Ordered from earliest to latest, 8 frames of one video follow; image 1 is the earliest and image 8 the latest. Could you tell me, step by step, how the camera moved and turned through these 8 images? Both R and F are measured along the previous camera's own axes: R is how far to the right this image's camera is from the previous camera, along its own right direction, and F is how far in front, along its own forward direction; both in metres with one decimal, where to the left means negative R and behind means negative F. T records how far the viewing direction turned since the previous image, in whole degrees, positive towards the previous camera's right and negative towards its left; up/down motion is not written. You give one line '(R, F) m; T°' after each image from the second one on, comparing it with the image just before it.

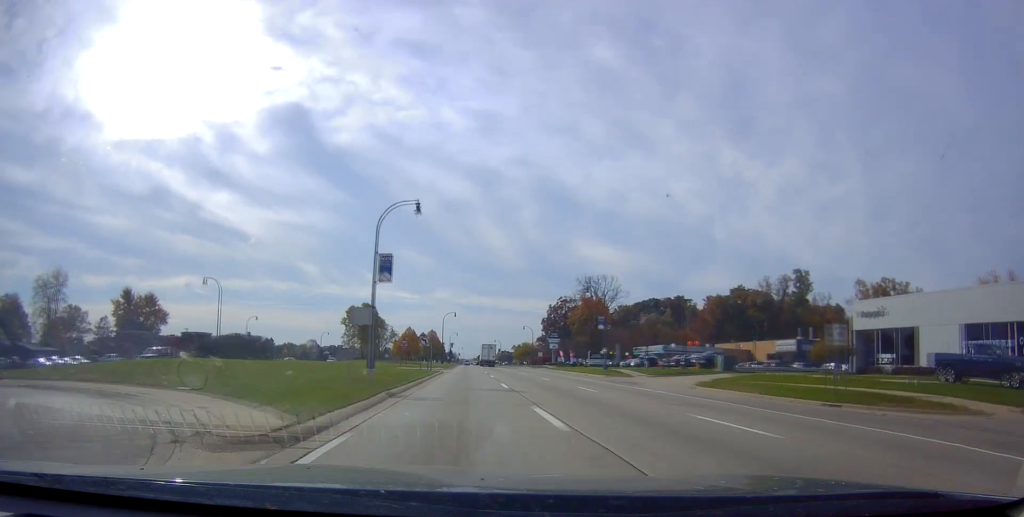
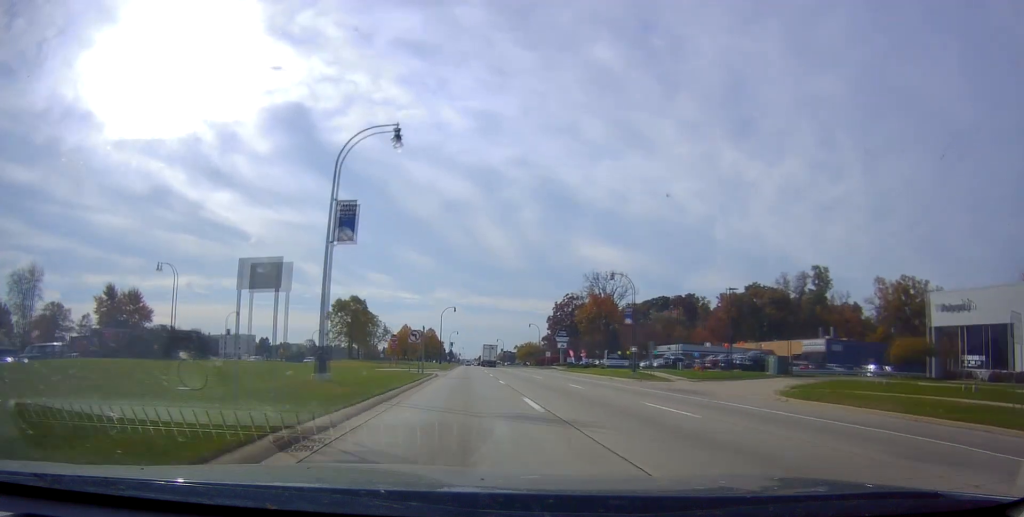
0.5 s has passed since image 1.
(-0.4, +10.9) m; 0°
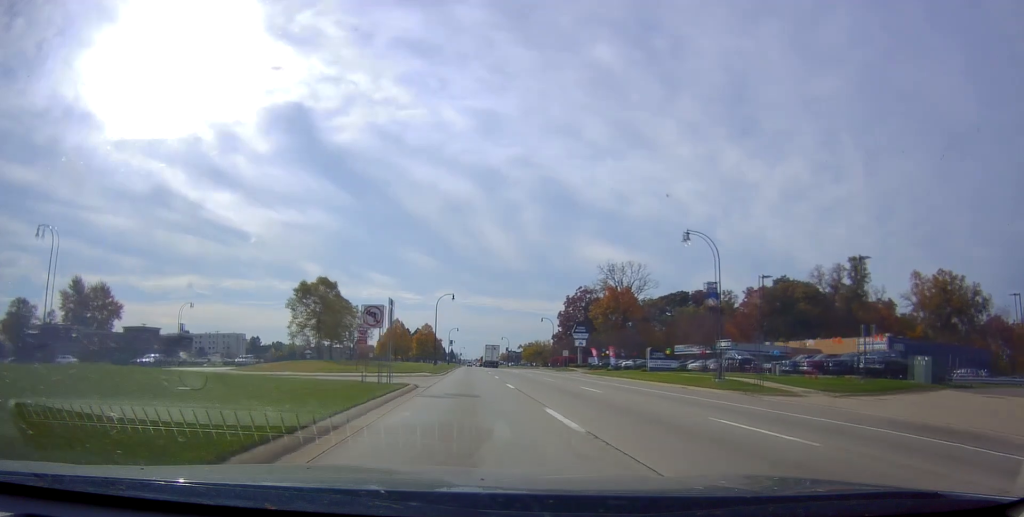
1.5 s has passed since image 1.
(+0.2, +19.1) m; +1°
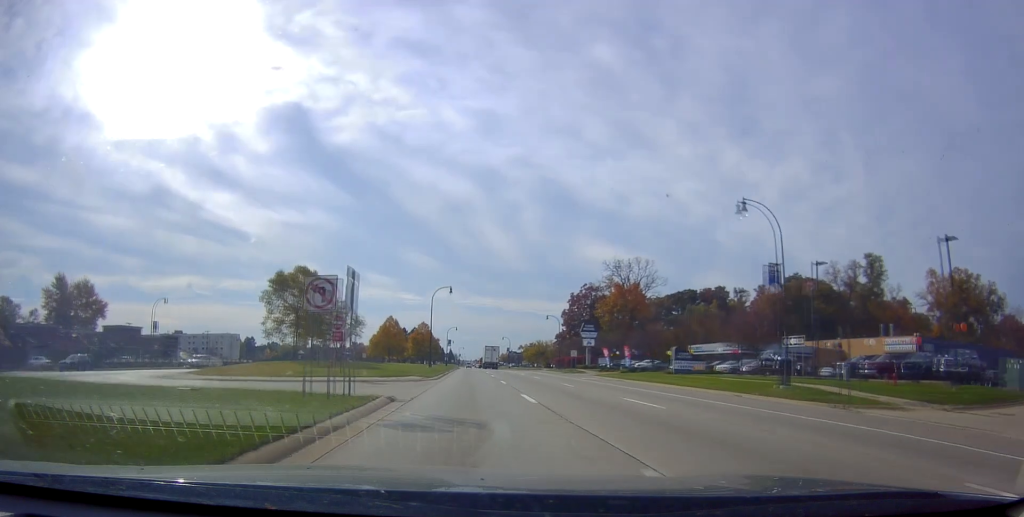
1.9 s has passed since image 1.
(+0.1, +8.2) m; +1°
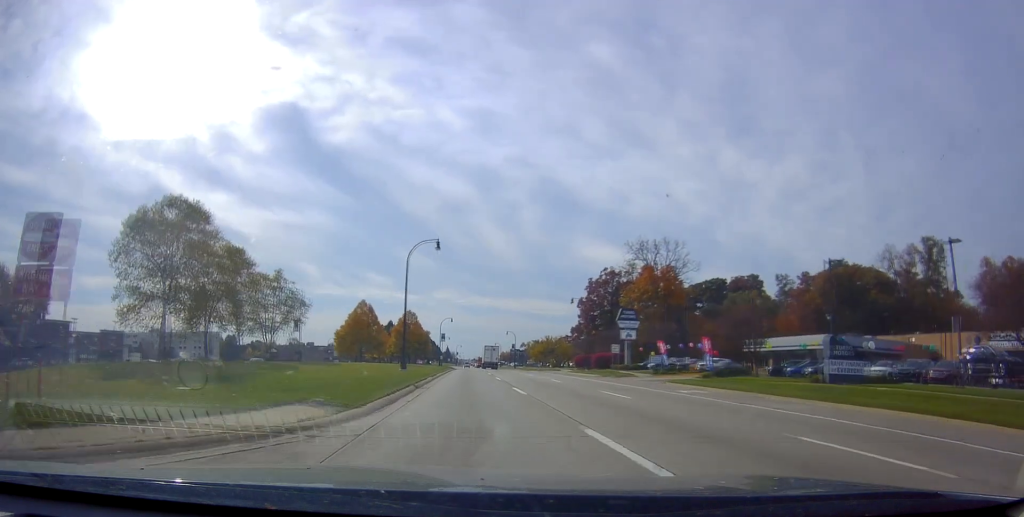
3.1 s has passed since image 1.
(0.0, +25.8) m; 0°
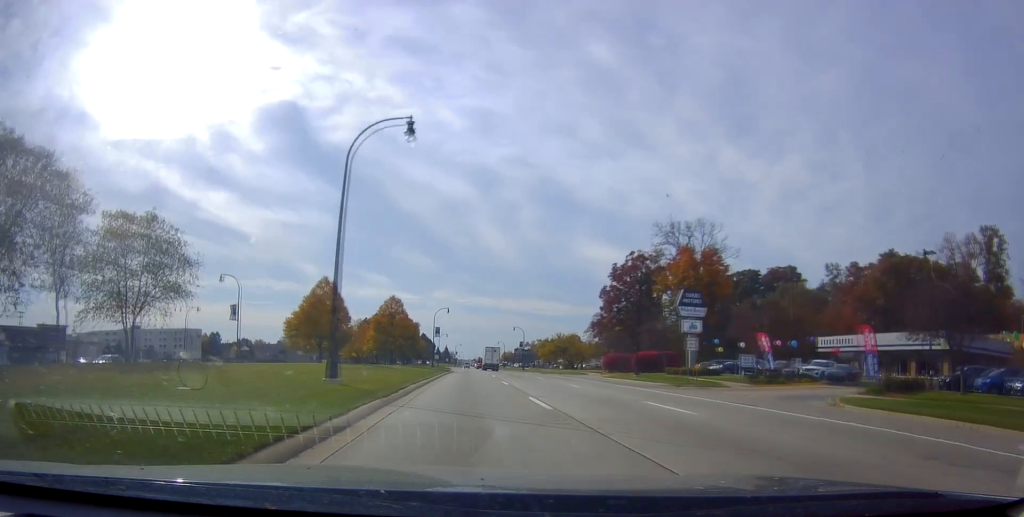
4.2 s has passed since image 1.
(0.0, +21.6) m; 0°
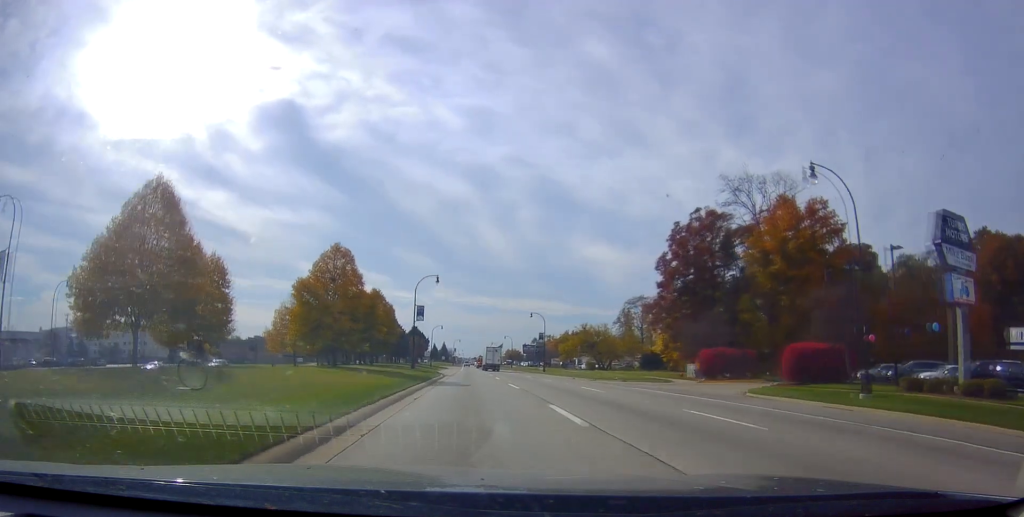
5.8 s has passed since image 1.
(-0.6, +33.2) m; -1°
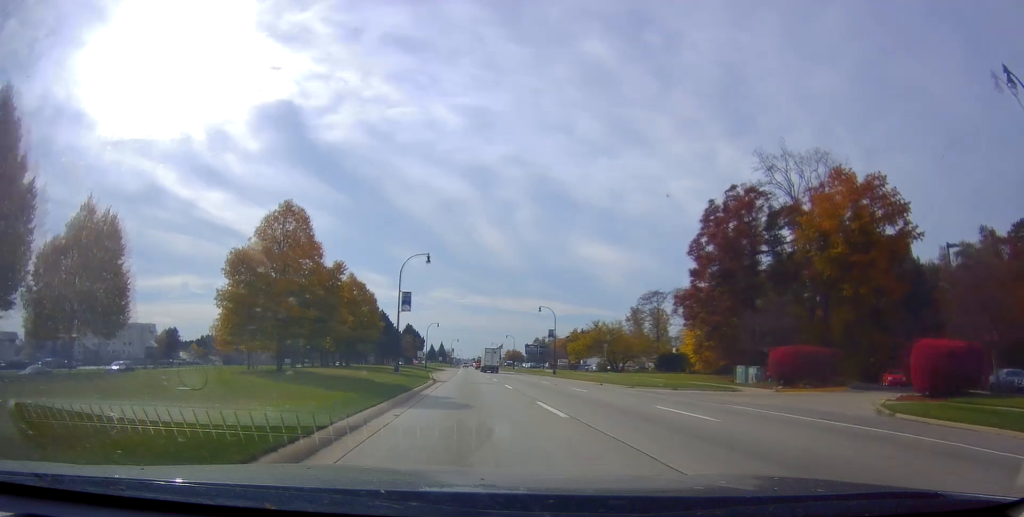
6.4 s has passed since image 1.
(+0.2, +12.3) m; -1°
